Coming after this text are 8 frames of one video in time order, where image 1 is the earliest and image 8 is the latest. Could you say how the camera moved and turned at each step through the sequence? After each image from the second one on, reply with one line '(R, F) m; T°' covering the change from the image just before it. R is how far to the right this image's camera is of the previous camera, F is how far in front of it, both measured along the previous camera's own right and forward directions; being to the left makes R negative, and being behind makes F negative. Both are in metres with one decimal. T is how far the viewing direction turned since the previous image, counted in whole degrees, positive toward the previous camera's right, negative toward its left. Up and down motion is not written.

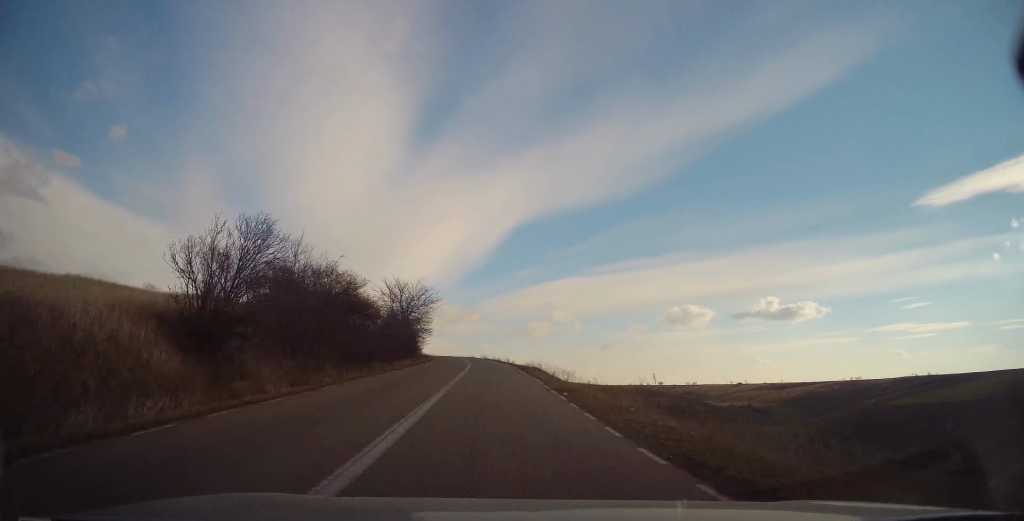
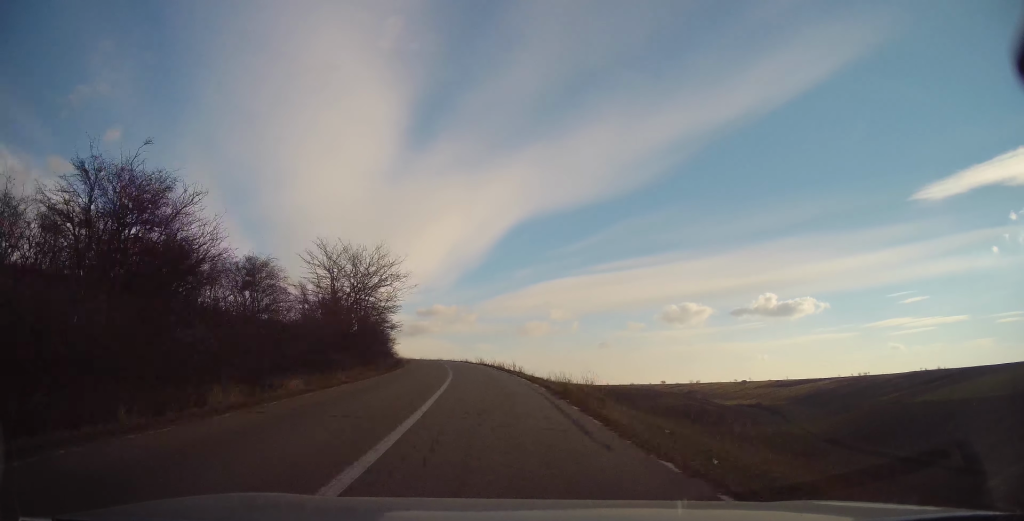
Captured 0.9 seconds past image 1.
(0.0, +18.3) m; -1°
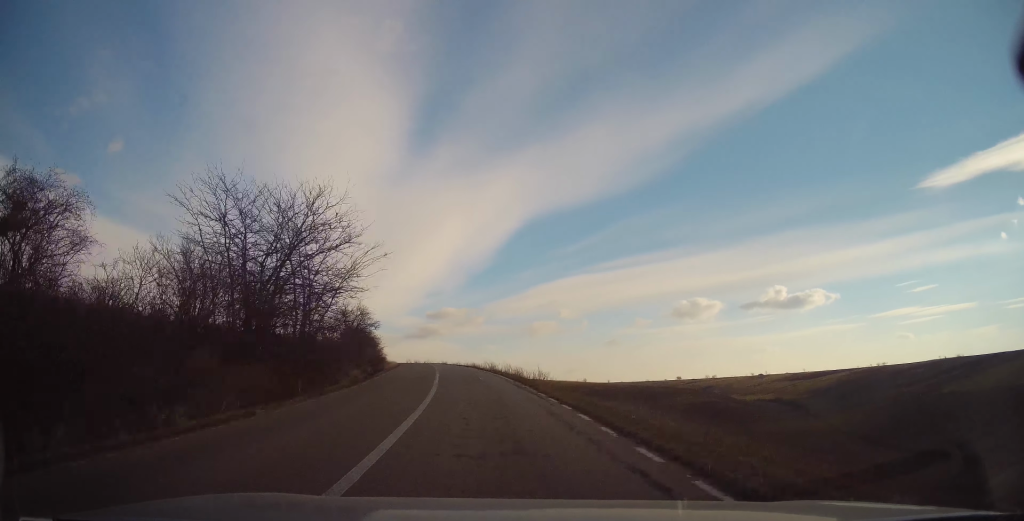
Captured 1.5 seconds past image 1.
(0.0, +13.3) m; -1°
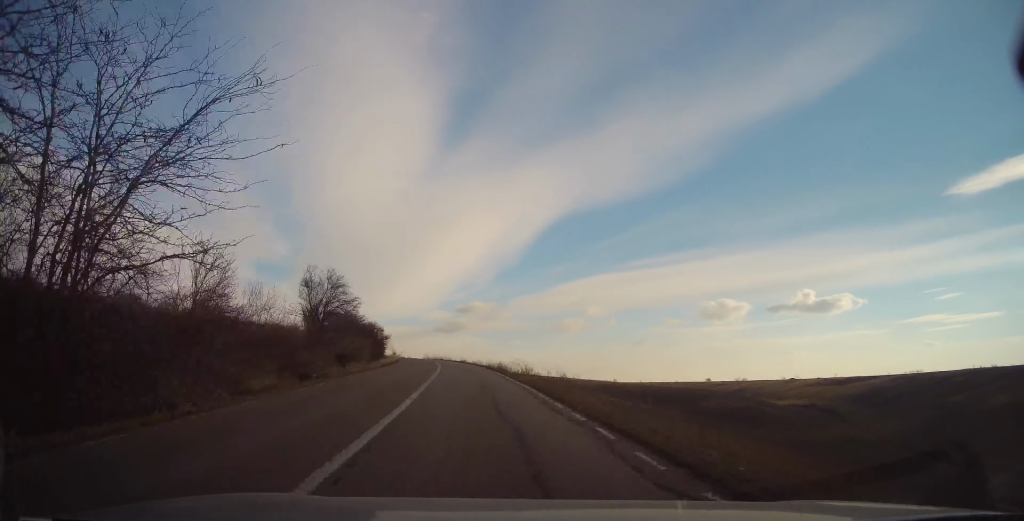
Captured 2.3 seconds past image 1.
(-0.2, +16.1) m; -3°
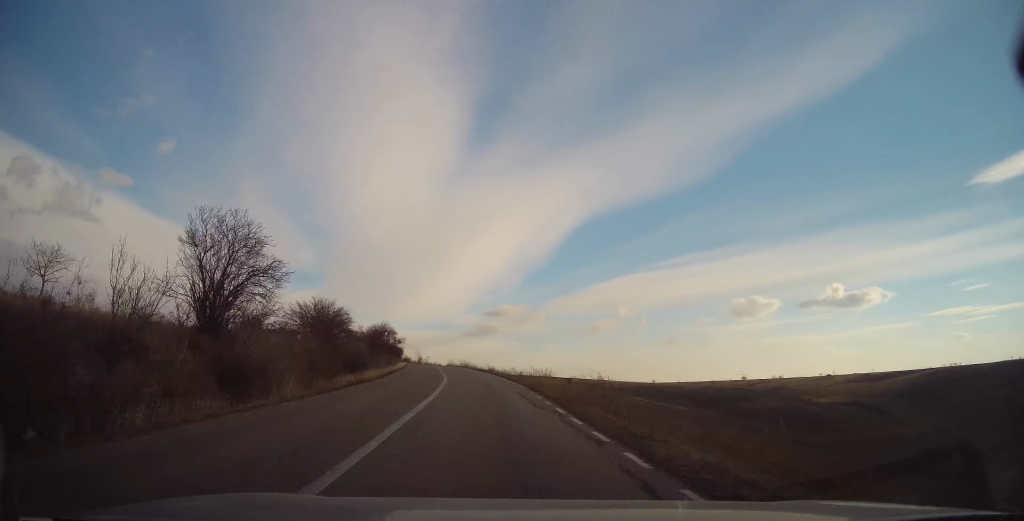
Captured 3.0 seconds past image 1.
(-0.5, +15.1) m; -3°
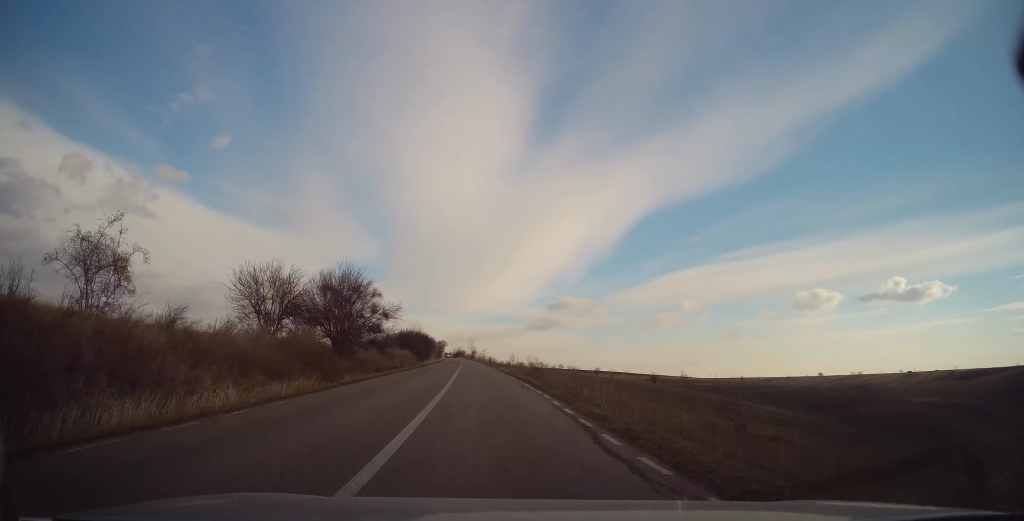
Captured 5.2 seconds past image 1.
(-3.1, +46.3) m; -6°
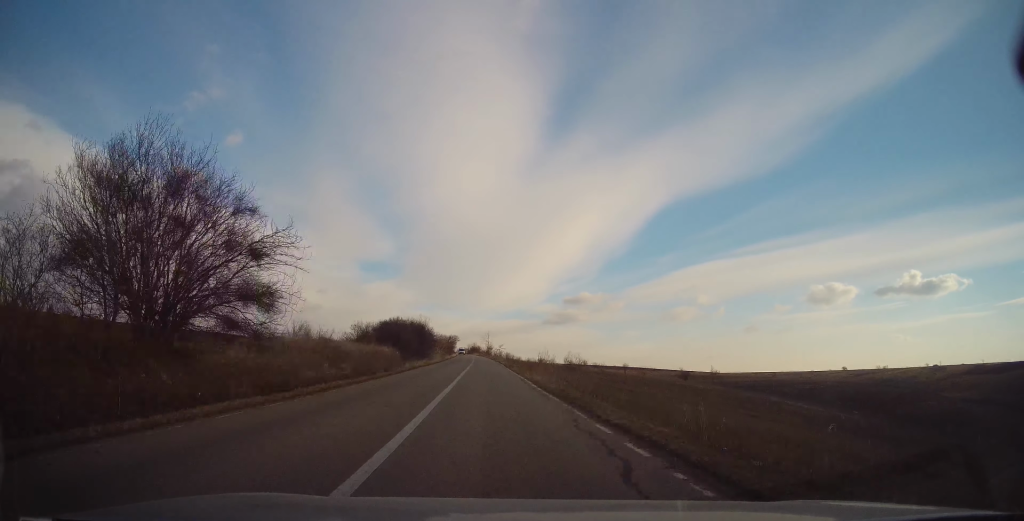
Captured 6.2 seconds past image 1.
(-0.3, +20.7) m; -1°
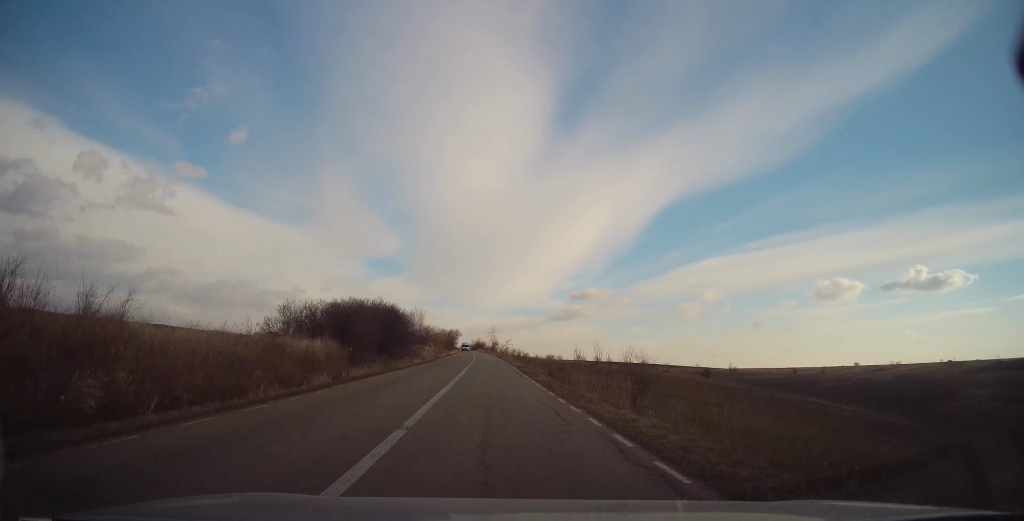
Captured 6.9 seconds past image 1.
(-0.1, +16.8) m; -1°
